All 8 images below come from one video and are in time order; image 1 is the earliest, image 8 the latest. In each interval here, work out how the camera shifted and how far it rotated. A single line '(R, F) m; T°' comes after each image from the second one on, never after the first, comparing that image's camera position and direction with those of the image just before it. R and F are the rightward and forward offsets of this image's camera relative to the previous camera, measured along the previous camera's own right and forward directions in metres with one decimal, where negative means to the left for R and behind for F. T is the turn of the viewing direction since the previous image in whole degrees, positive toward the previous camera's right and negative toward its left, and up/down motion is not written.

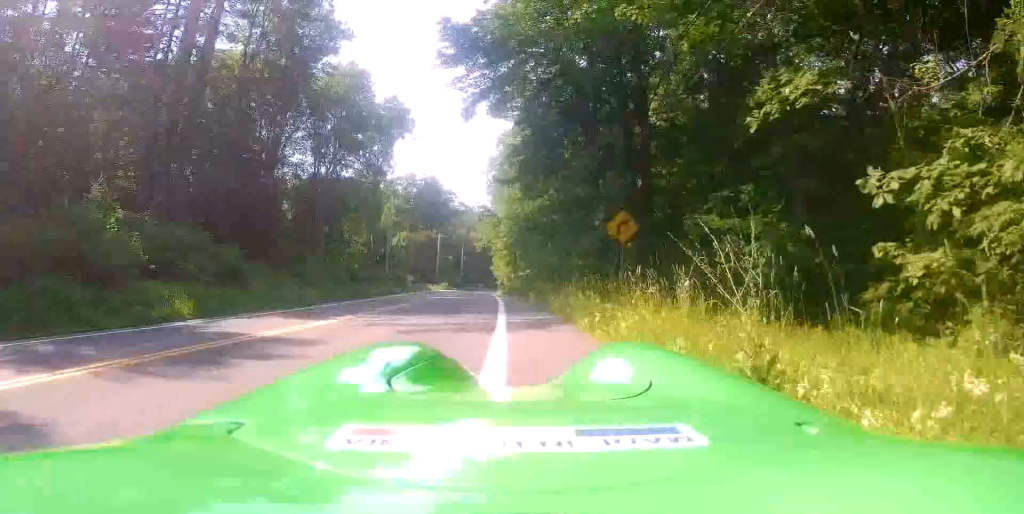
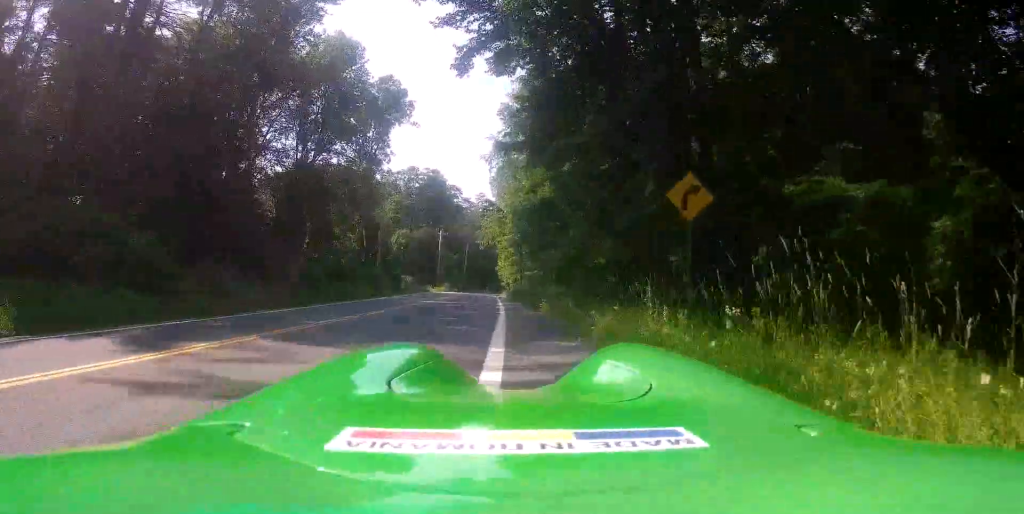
(-0.1, +6.6) m; -3°
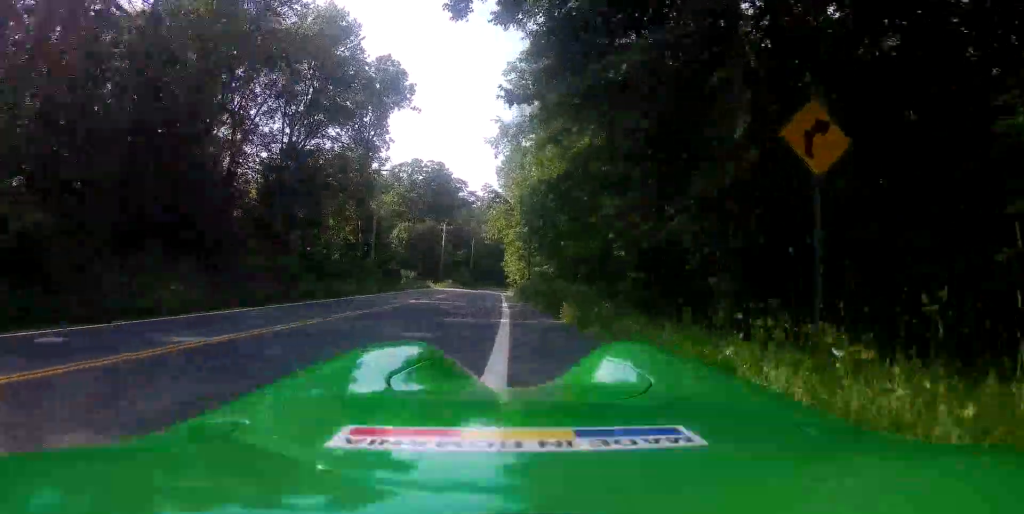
(-0.2, +5.0) m; 0°
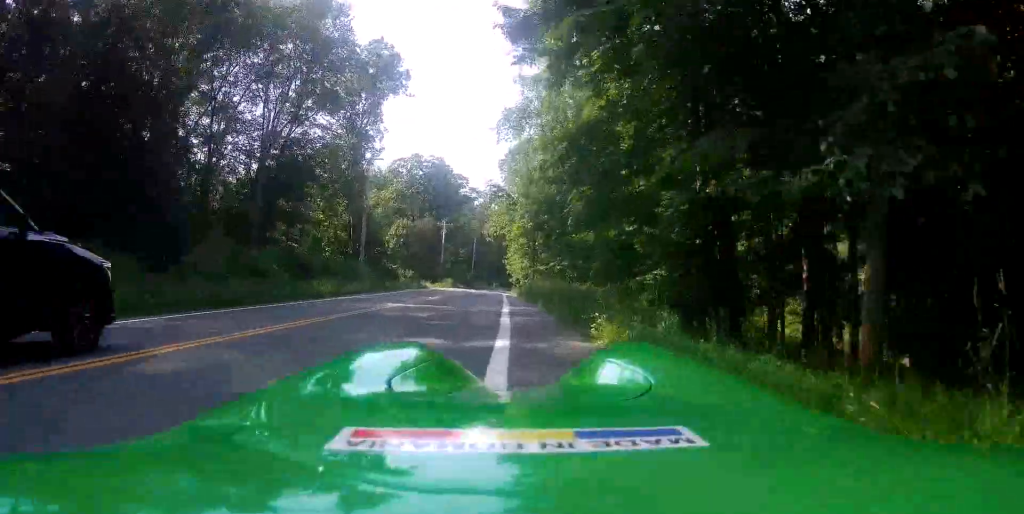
(-0.1, +4.2) m; 0°
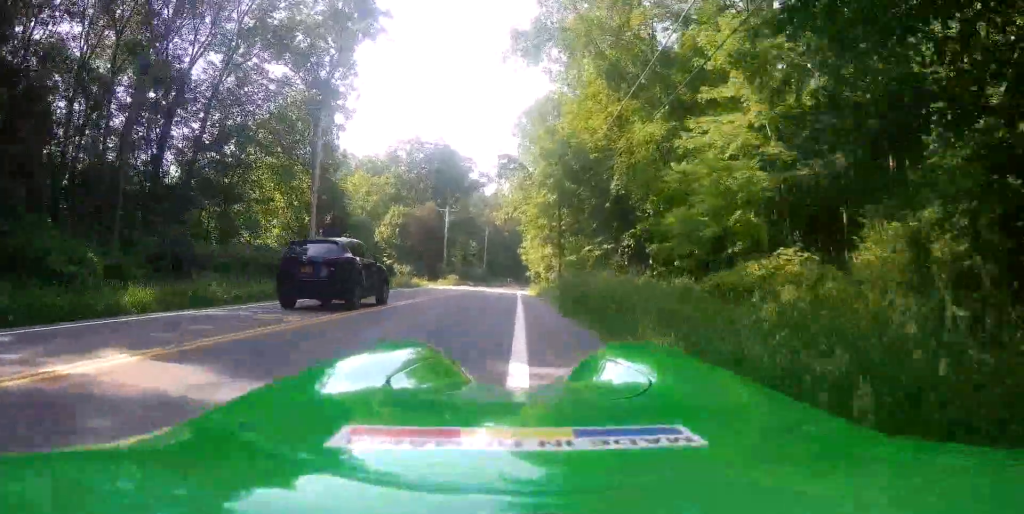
(+0.1, +14.4) m; -2°
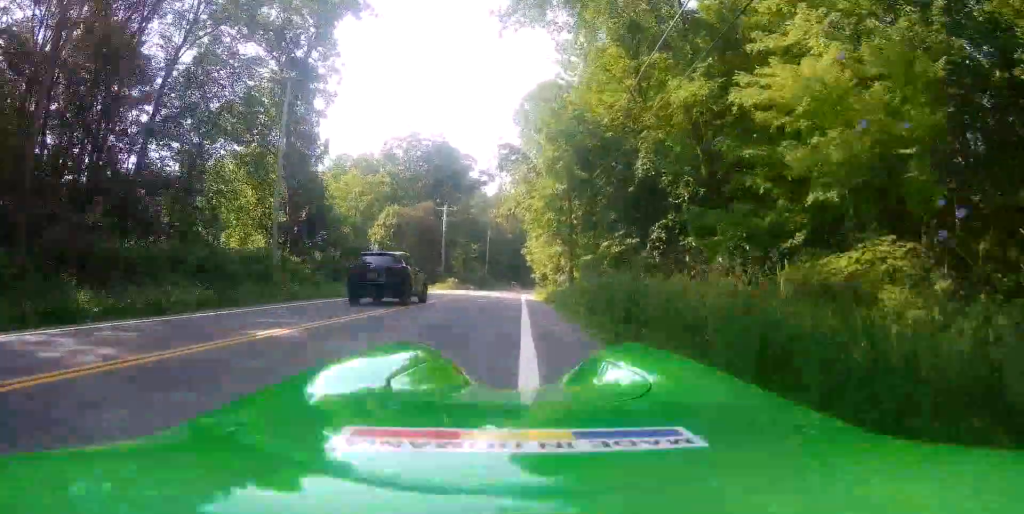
(-0.1, +5.4) m; -1°
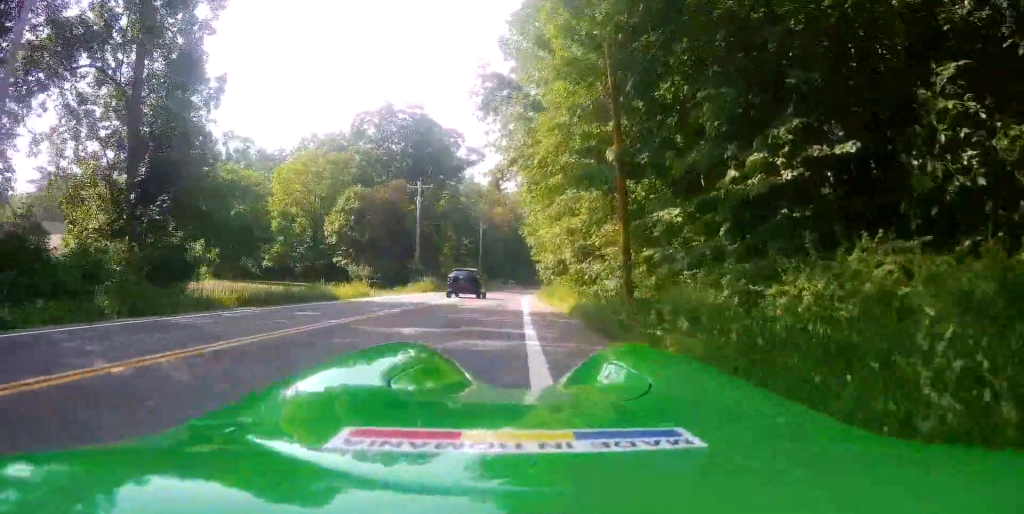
(-0.2, +16.8) m; -2°
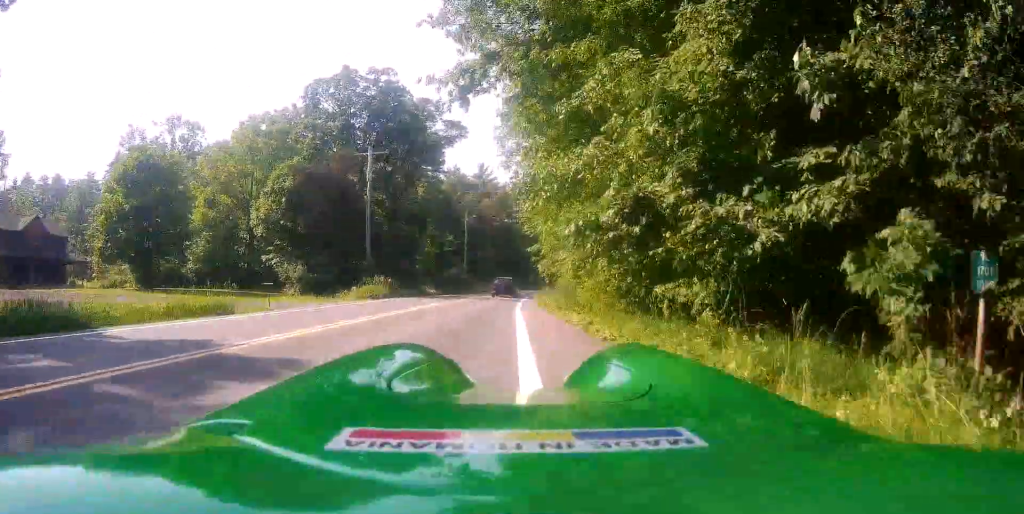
(-0.4, +16.3) m; -2°
